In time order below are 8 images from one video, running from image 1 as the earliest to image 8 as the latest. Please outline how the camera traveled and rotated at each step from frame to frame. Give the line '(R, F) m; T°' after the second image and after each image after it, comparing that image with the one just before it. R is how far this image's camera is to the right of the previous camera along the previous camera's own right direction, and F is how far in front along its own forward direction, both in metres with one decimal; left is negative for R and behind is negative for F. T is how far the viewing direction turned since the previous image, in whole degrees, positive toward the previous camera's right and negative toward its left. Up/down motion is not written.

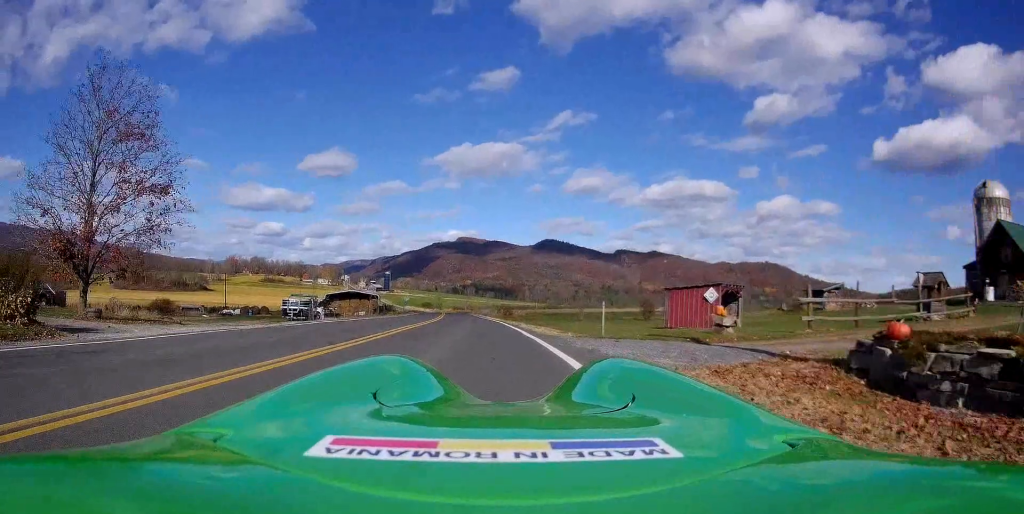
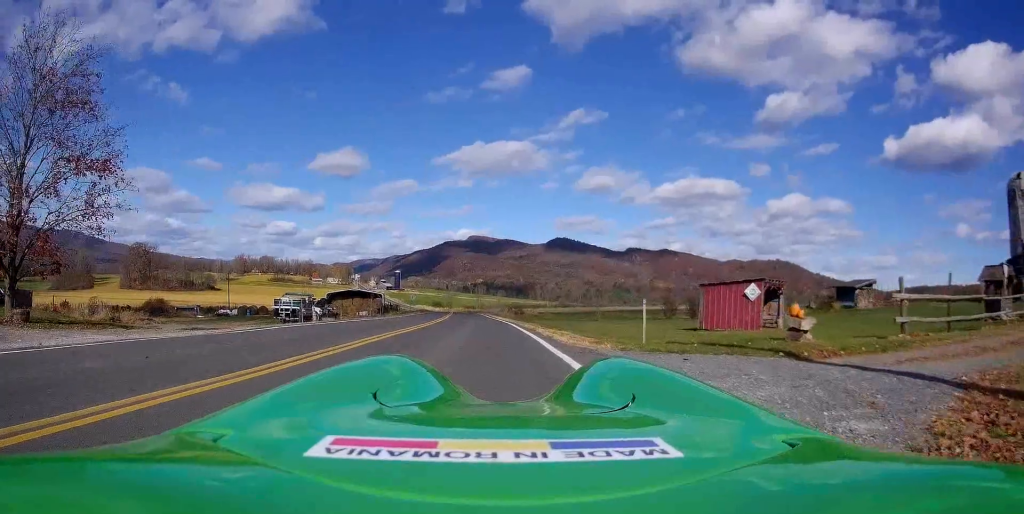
(0.0, +4.3) m; +2°
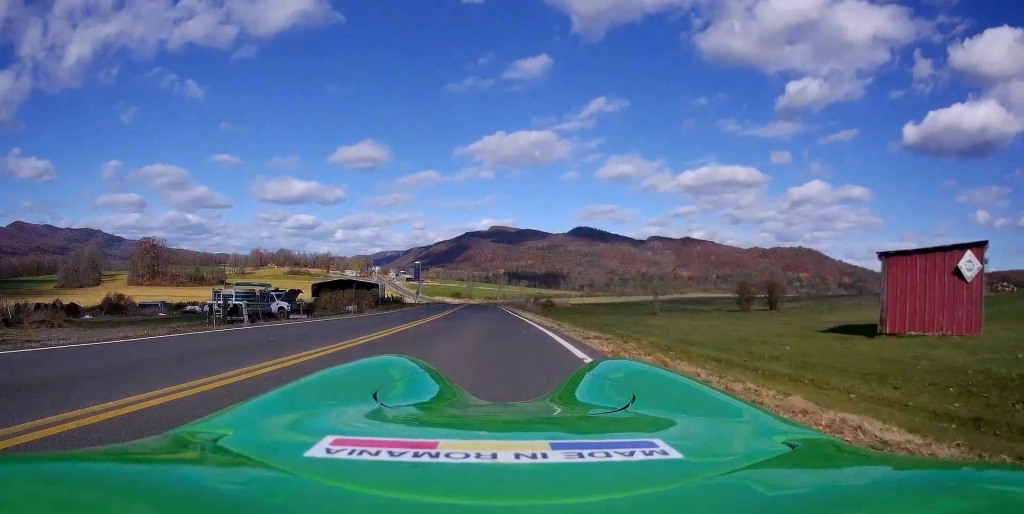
(-0.4, +14.2) m; -4°
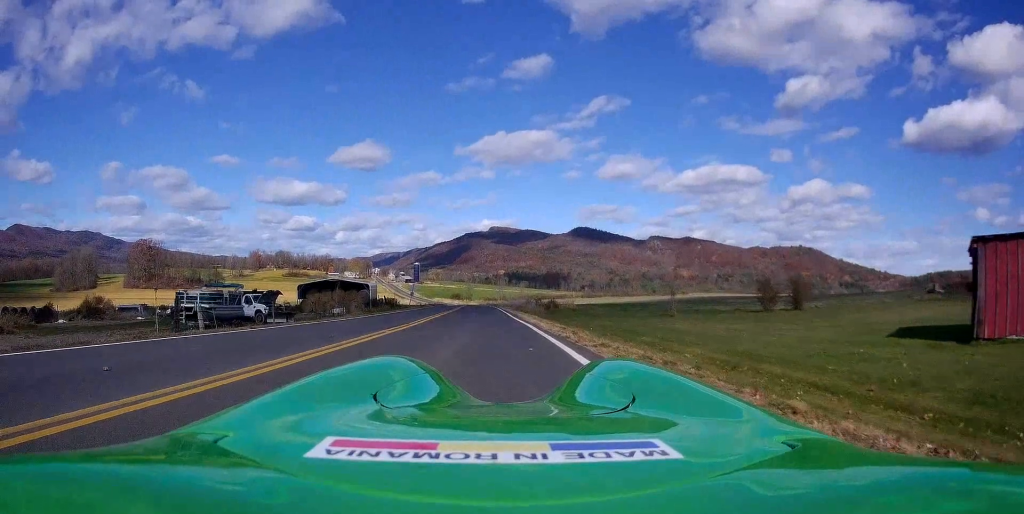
(0.0, +4.4) m; +2°
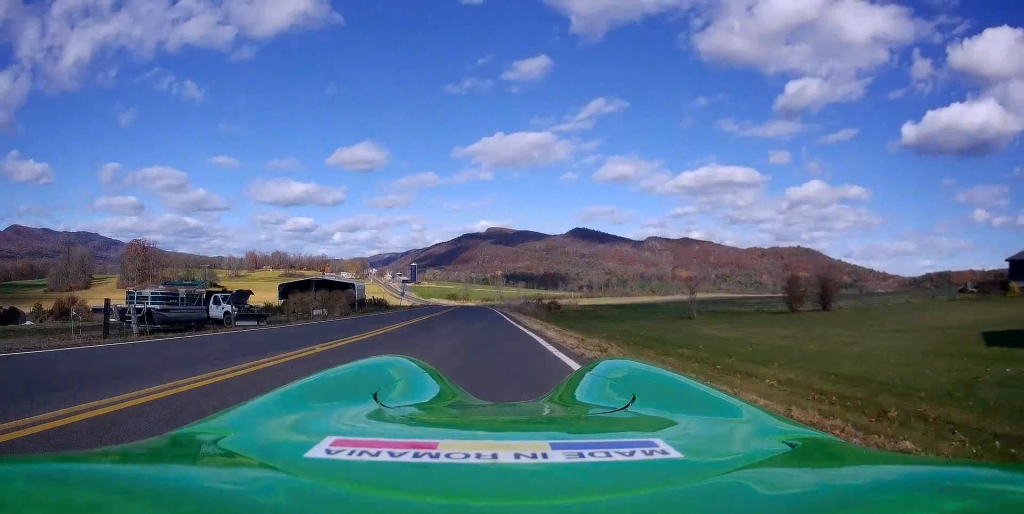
(+0.5, +4.3) m; +2°
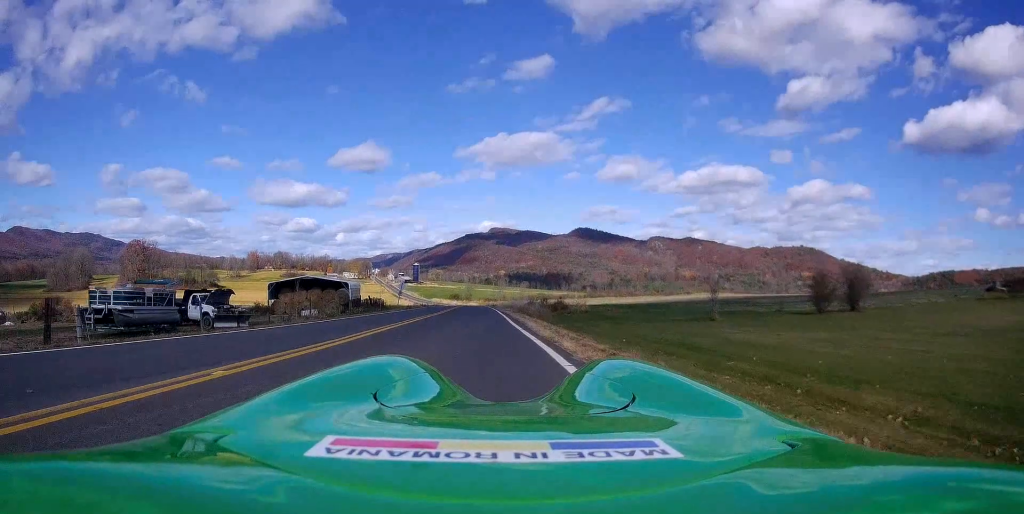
(-0.2, +3.2) m; -2°
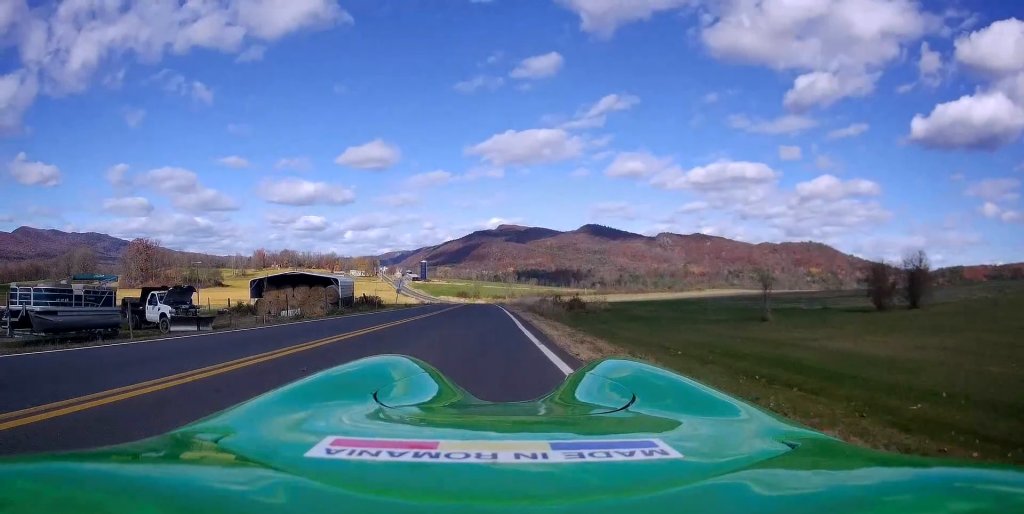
(-0.2, +5.5) m; -2°
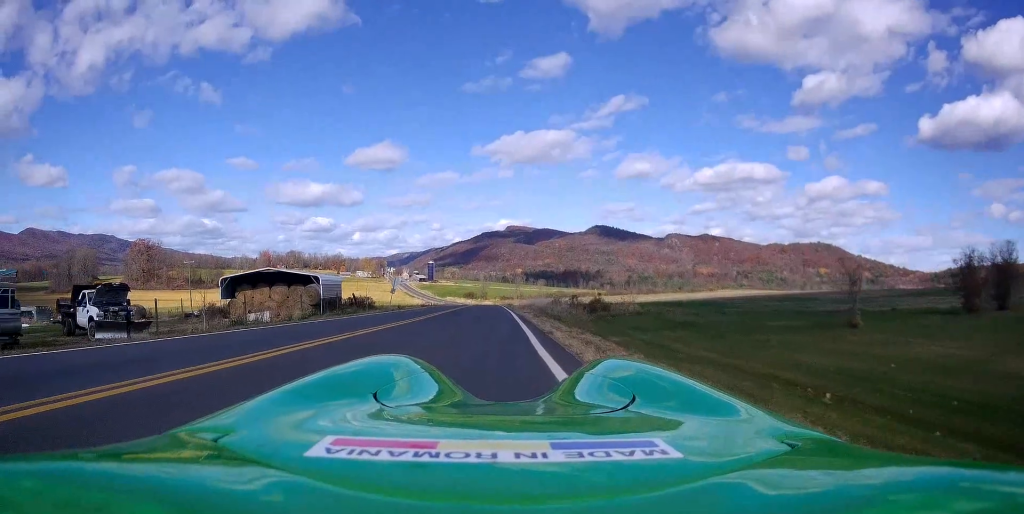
(0.0, +6.6) m; -1°
